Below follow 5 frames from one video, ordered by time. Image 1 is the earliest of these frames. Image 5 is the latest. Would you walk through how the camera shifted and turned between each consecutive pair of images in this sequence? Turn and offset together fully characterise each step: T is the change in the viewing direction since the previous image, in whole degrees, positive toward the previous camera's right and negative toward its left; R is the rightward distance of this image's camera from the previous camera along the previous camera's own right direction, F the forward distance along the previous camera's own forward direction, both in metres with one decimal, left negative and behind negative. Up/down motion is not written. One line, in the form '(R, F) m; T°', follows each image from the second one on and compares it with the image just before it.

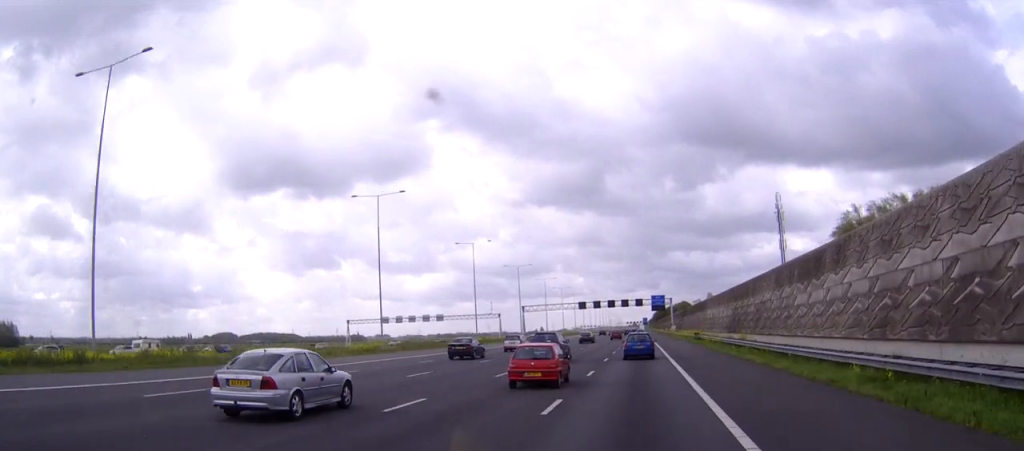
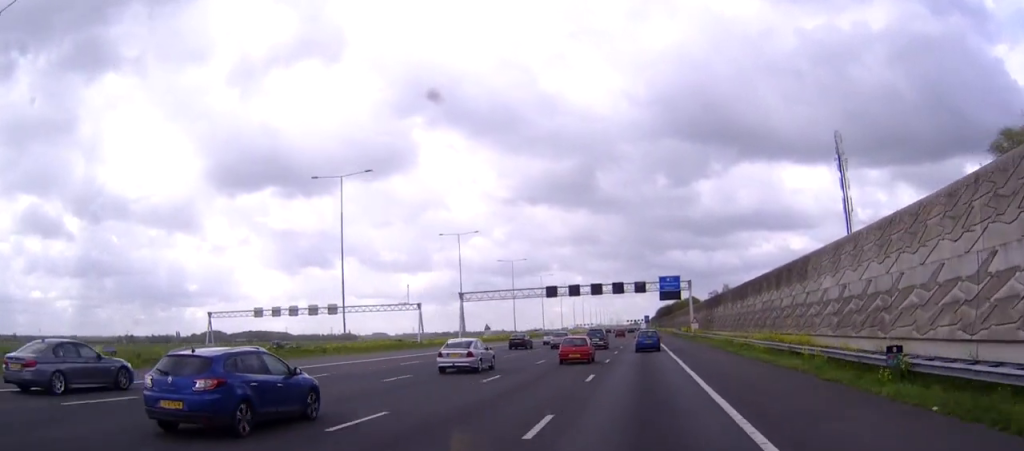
(+0.1, +66.3) m; 0°
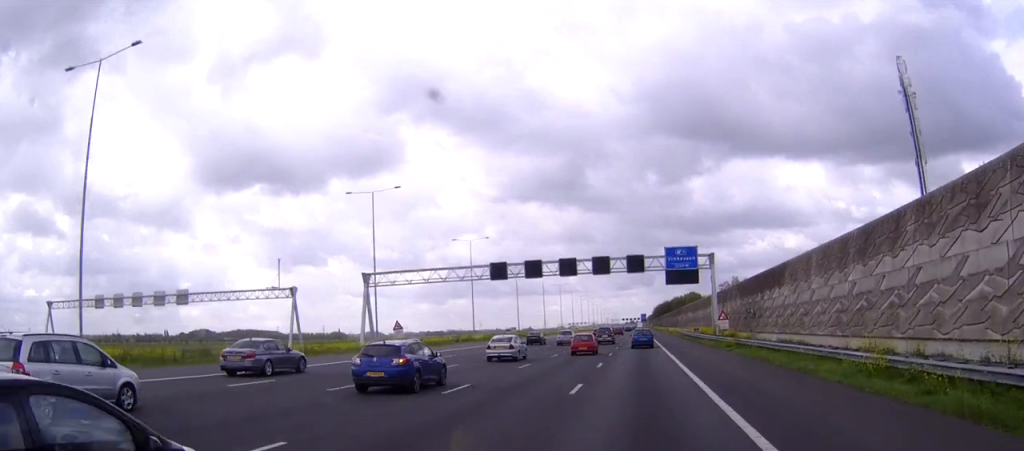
(0.0, +42.2) m; 0°
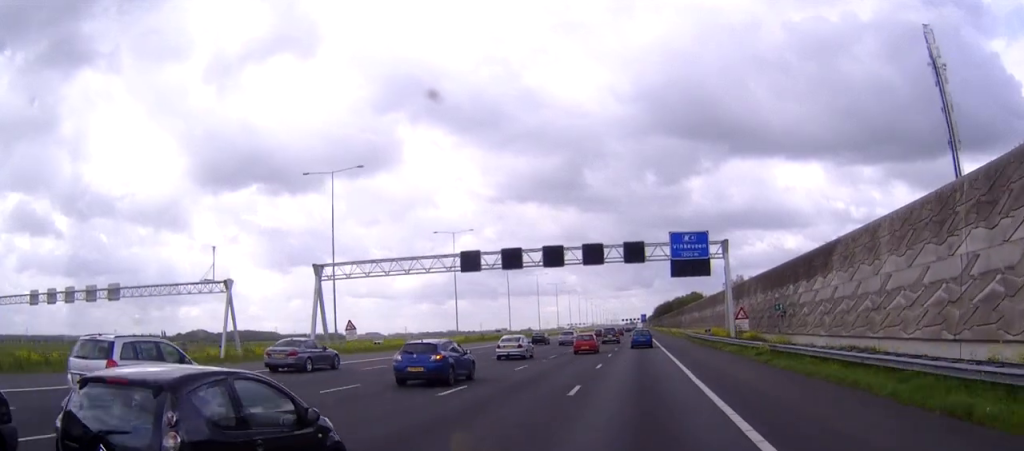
(0.0, +12.8) m; 0°
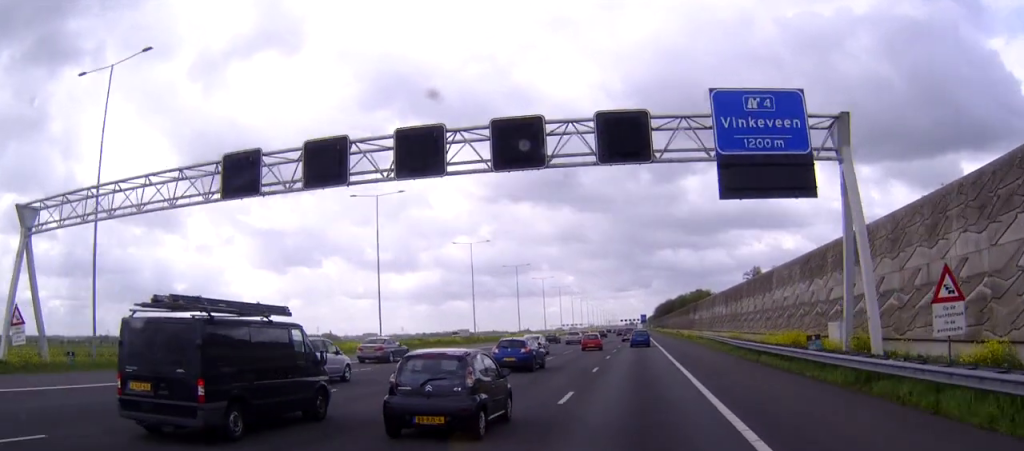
(+0.1, +39.2) m; 0°
